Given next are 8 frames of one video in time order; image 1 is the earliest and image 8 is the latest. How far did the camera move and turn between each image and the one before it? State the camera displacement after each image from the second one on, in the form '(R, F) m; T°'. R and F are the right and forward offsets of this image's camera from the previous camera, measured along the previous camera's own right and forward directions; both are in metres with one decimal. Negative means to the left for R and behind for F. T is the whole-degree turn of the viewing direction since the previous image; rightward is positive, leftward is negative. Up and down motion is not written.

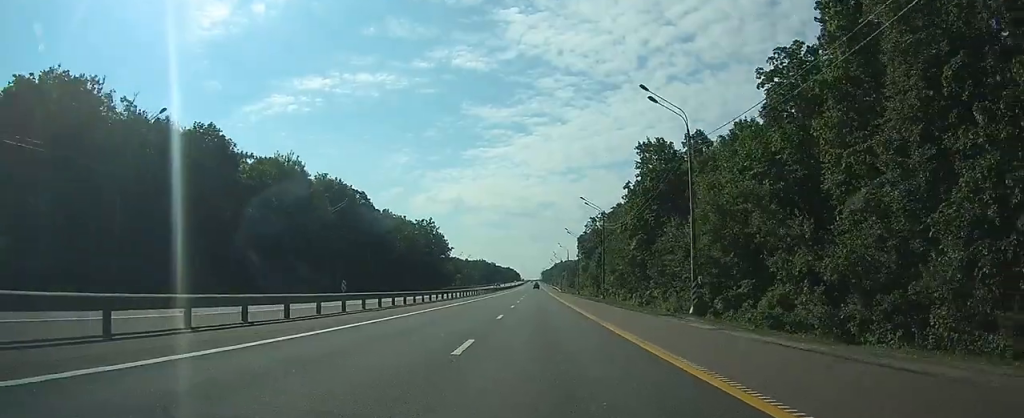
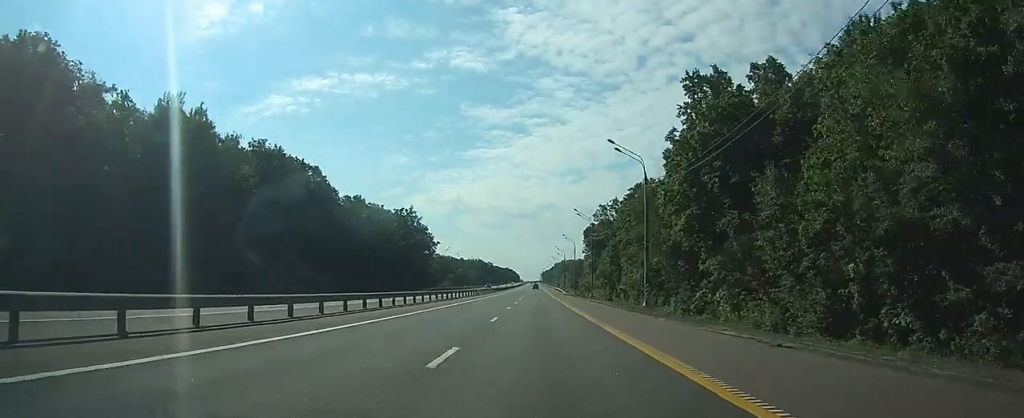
(+0.1, +26.3) m; 0°
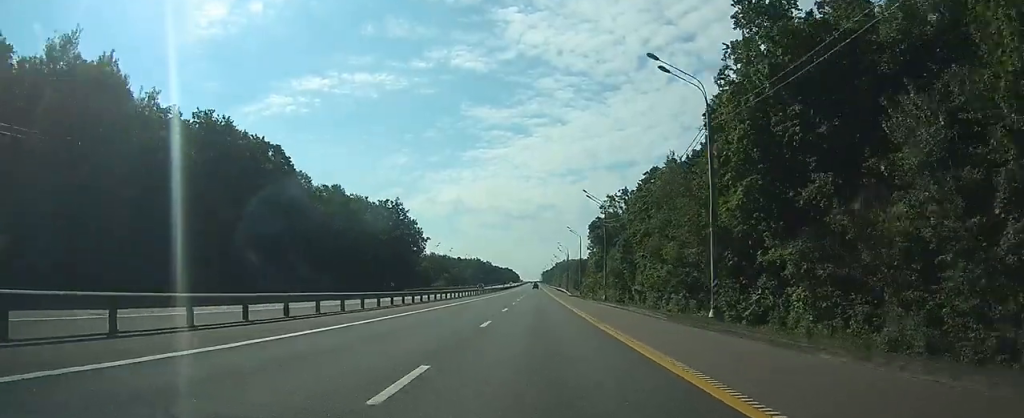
(0.0, +15.1) m; 0°
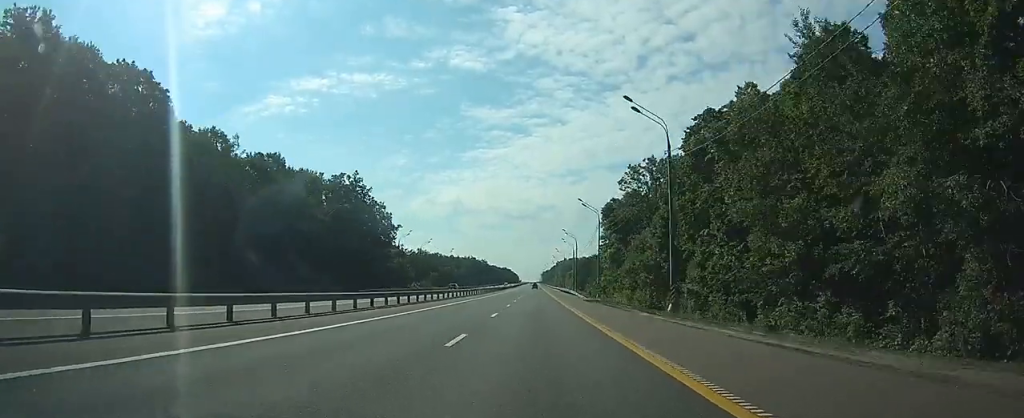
(-0.1, +30.4) m; 0°
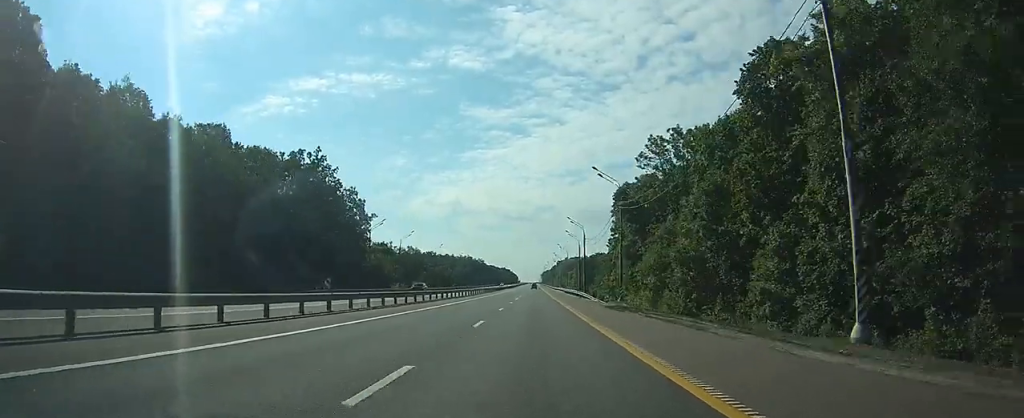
(0.0, +18.2) m; 0°
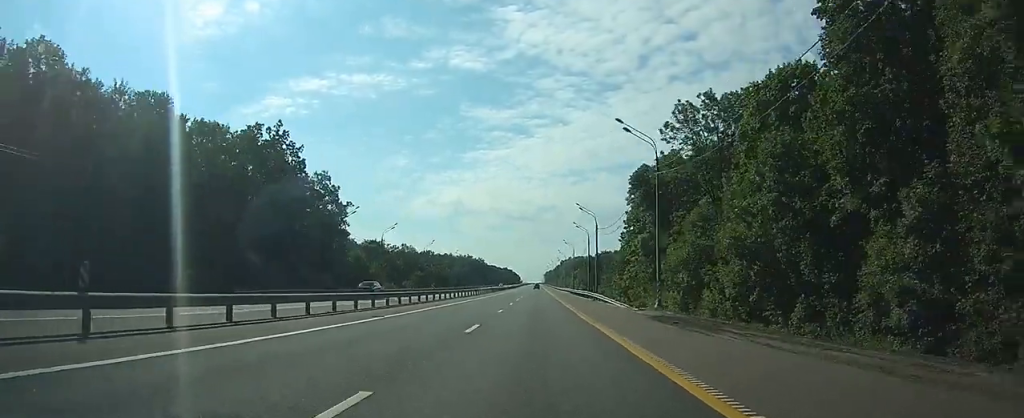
(0.0, +14.4) m; 0°
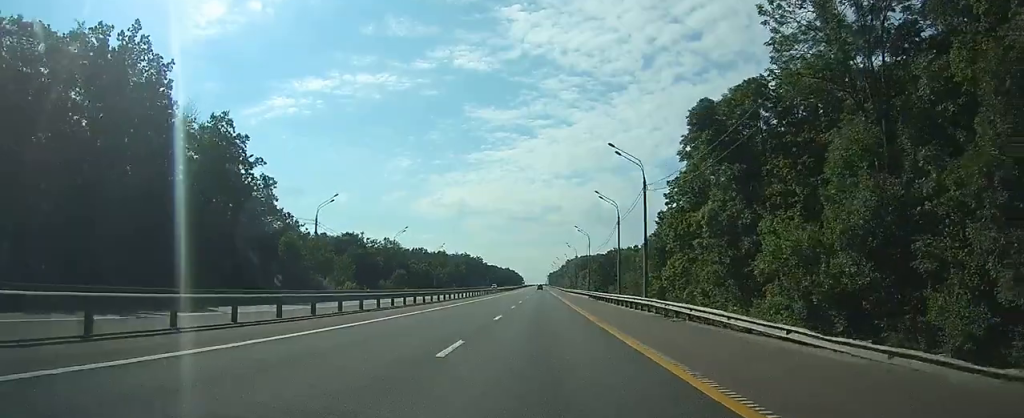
(-0.1, +30.0) m; 0°
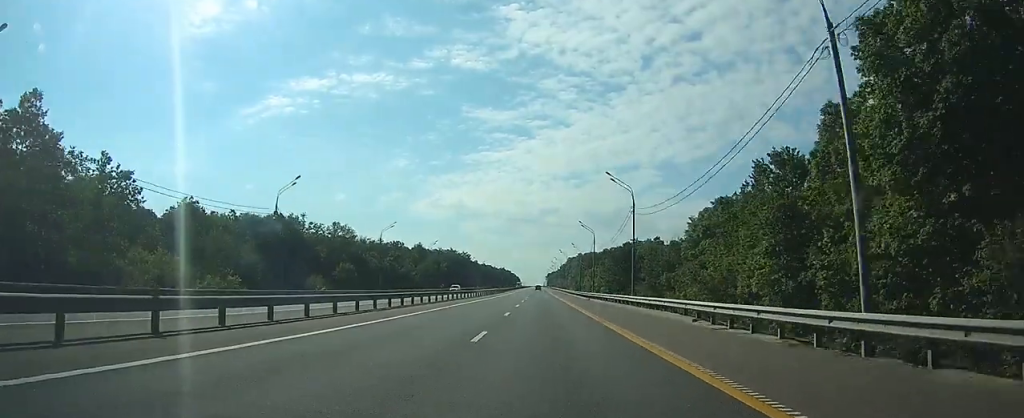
(-0.2, +45.9) m; 0°
